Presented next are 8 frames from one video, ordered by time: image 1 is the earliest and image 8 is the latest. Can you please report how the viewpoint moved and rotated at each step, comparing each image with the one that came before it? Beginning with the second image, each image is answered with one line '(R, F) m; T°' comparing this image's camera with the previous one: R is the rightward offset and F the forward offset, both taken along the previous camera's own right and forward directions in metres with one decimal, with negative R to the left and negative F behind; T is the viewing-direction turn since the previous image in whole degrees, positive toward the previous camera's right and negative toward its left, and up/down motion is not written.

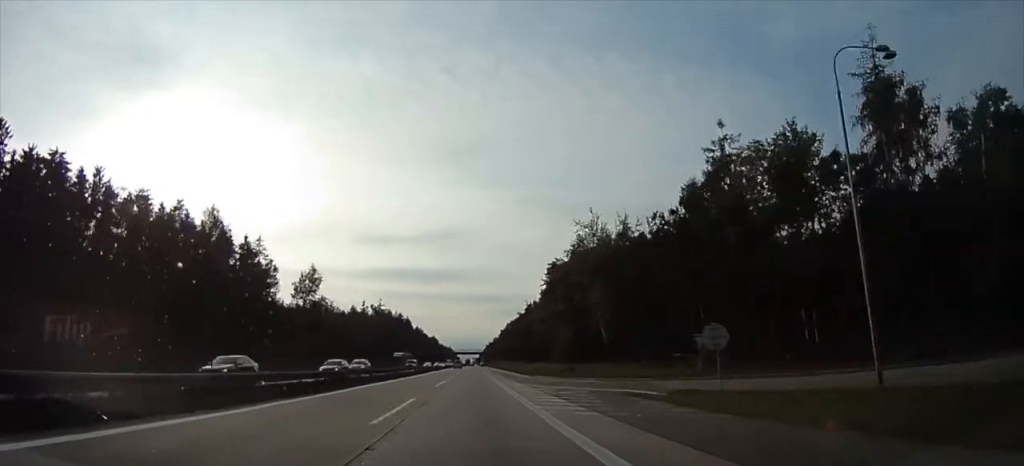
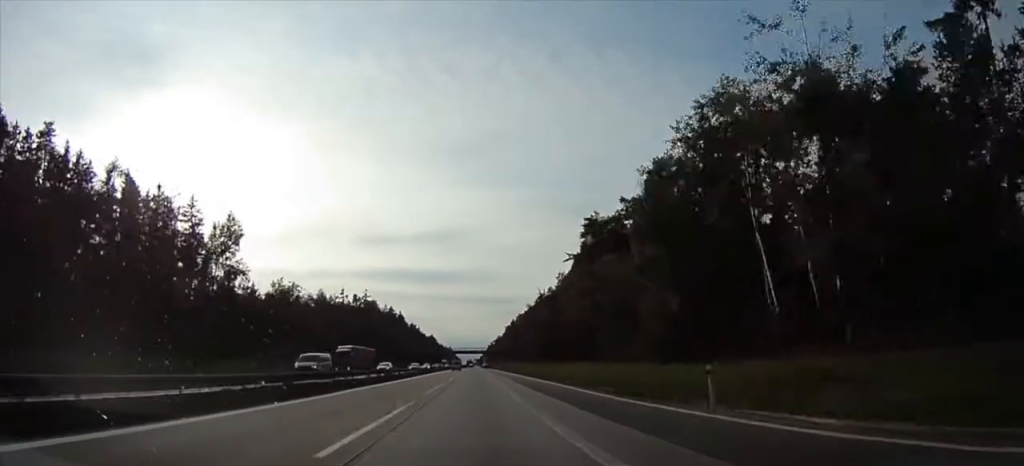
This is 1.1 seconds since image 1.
(-0.3, +46.9) m; 0°
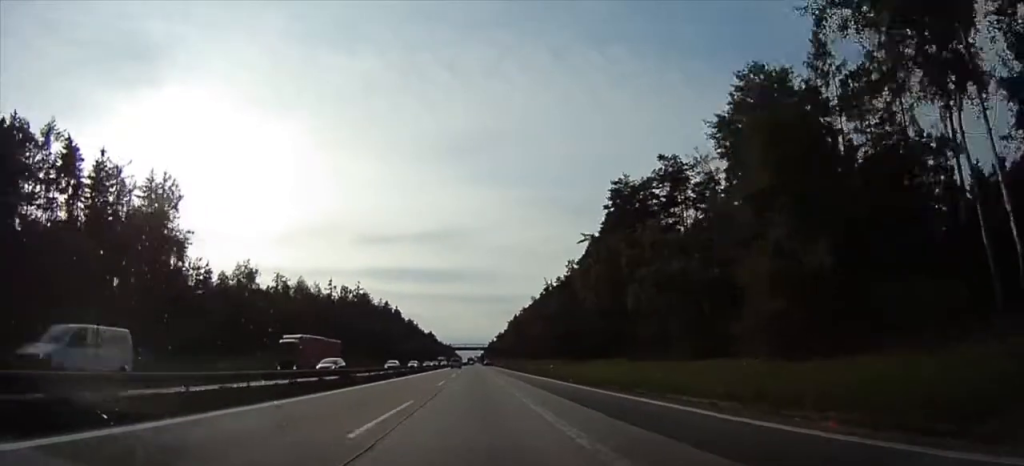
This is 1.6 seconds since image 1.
(0.0, +17.7) m; 0°
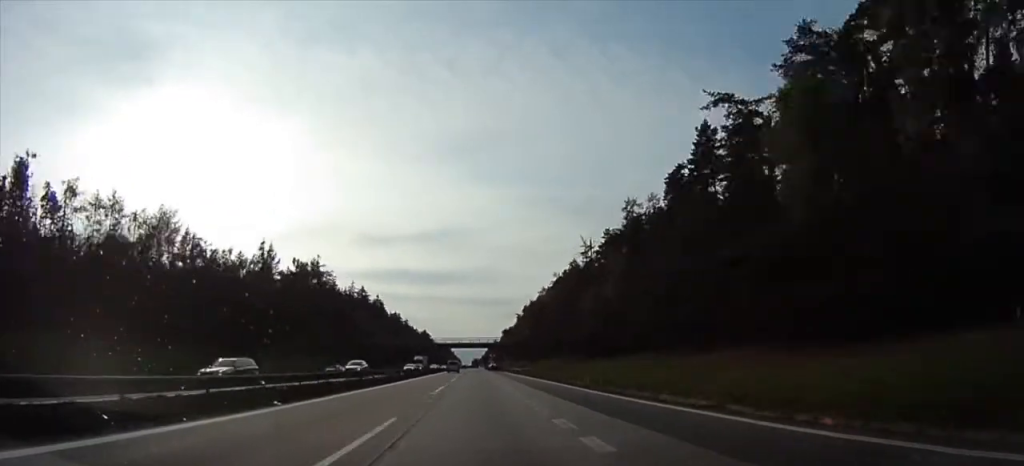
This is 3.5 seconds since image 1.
(+0.3, +57.7) m; +1°
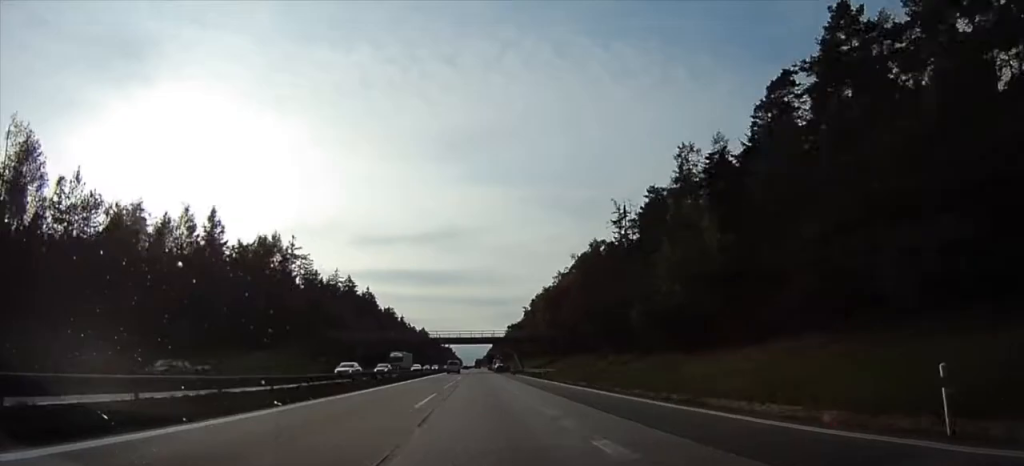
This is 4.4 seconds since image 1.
(+0.1, +25.4) m; 0°
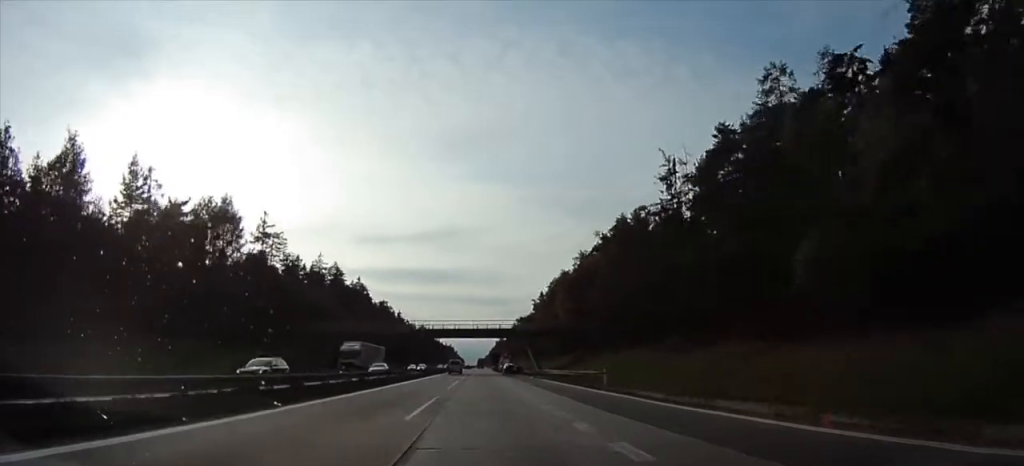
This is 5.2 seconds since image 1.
(0.0, +22.6) m; 0°
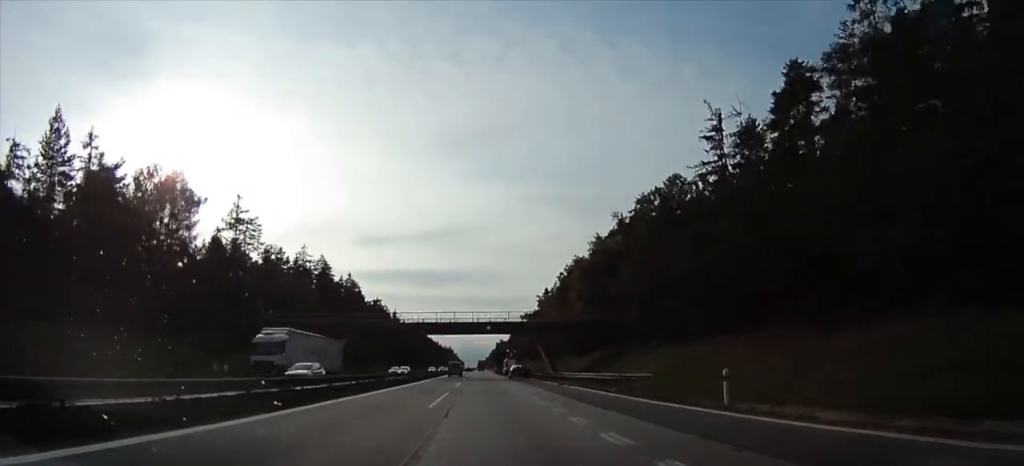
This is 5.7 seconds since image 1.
(0.0, +12.8) m; 0°
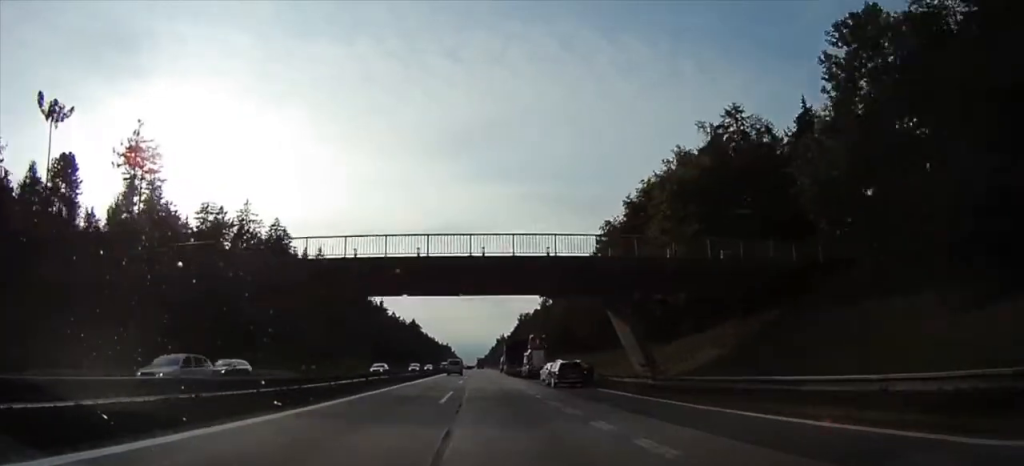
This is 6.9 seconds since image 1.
(0.0, +29.7) m; 0°
